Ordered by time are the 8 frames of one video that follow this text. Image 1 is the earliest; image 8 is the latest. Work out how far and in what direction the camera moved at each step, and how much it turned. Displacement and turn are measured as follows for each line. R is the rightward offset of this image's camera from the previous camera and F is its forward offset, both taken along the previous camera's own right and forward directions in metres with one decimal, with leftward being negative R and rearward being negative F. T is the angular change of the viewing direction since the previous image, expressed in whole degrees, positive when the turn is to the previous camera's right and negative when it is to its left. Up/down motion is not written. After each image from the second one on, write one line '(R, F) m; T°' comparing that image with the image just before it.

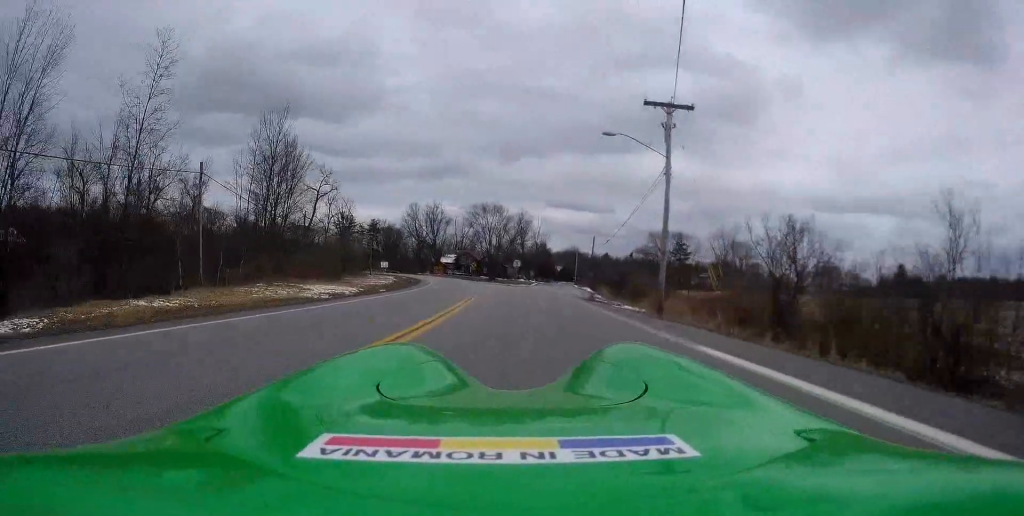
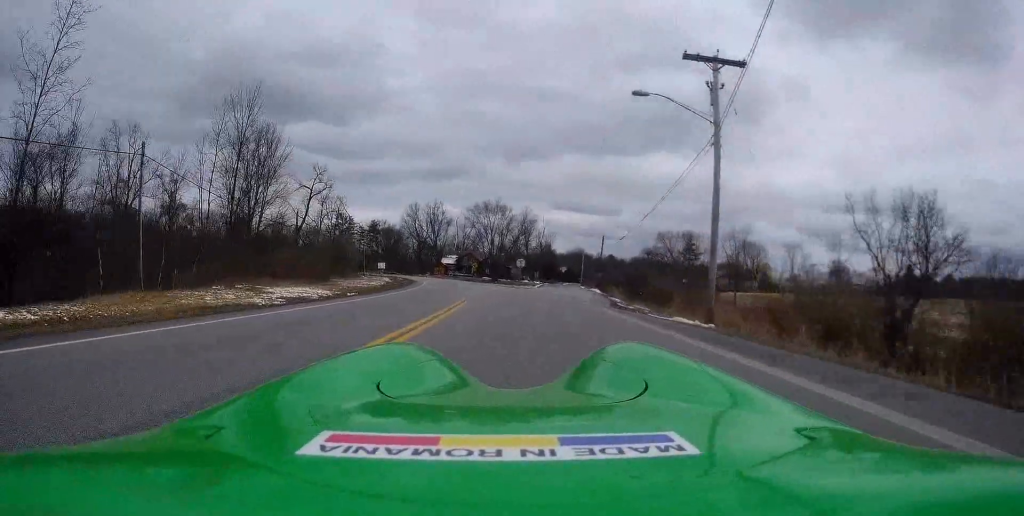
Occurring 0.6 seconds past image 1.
(-0.1, +6.7) m; -1°
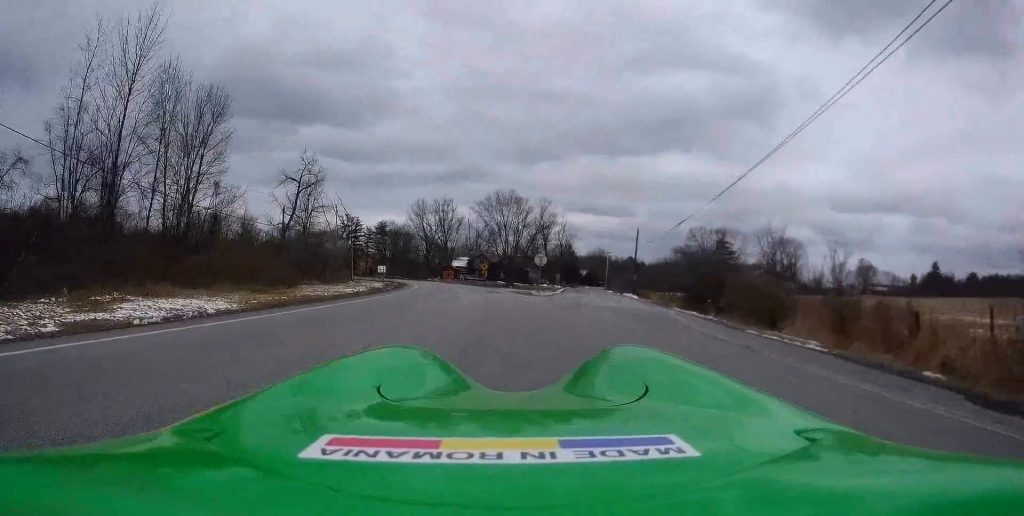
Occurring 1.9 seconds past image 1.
(-0.3, +15.1) m; -2°
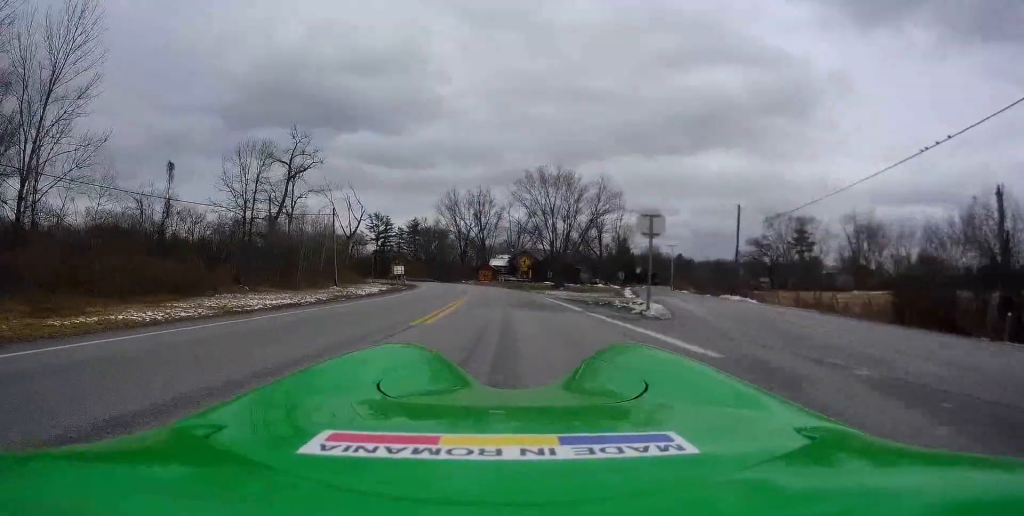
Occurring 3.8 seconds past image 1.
(-0.8, +23.2) m; -4°
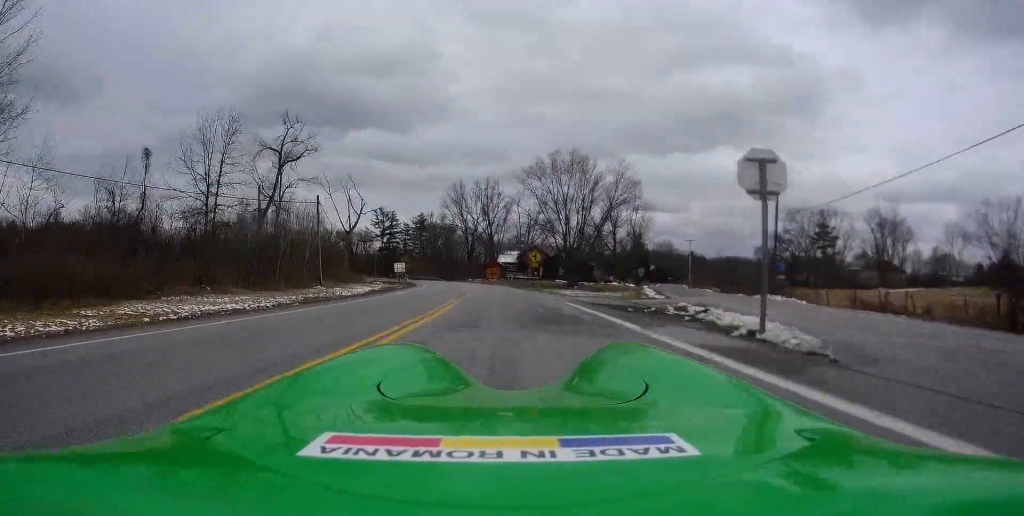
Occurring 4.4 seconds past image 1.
(0.0, +6.9) m; -1°
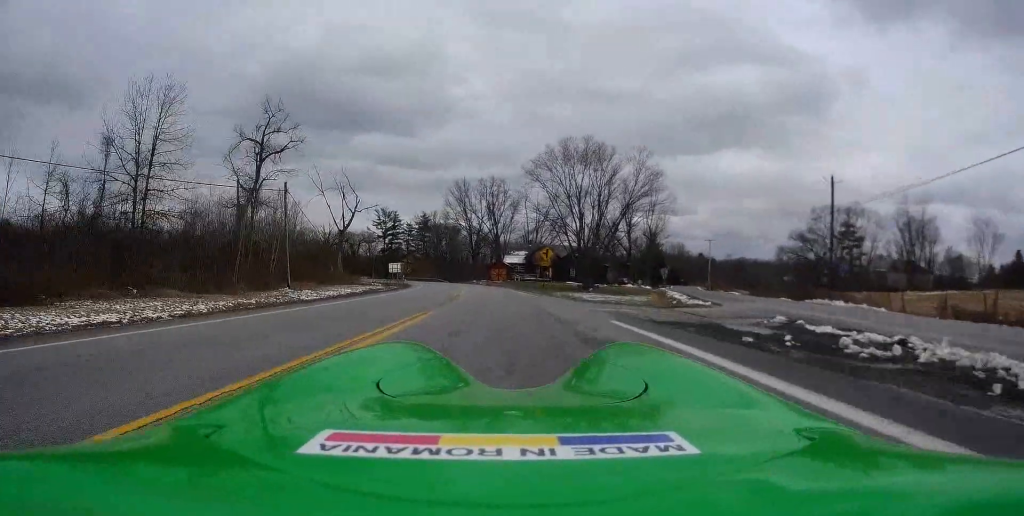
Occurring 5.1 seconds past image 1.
(-0.1, +8.4) m; -1°
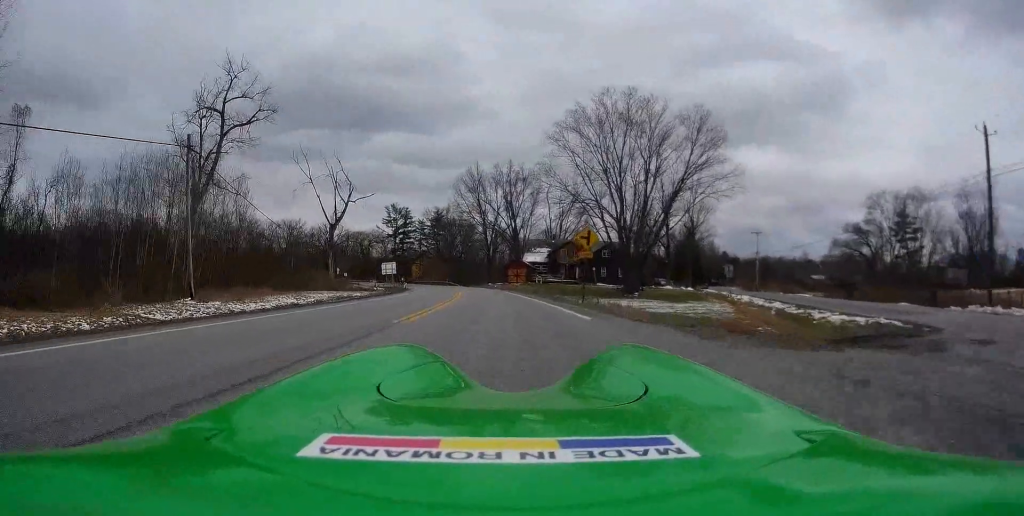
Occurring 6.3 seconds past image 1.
(-0.3, +14.4) m; -1°
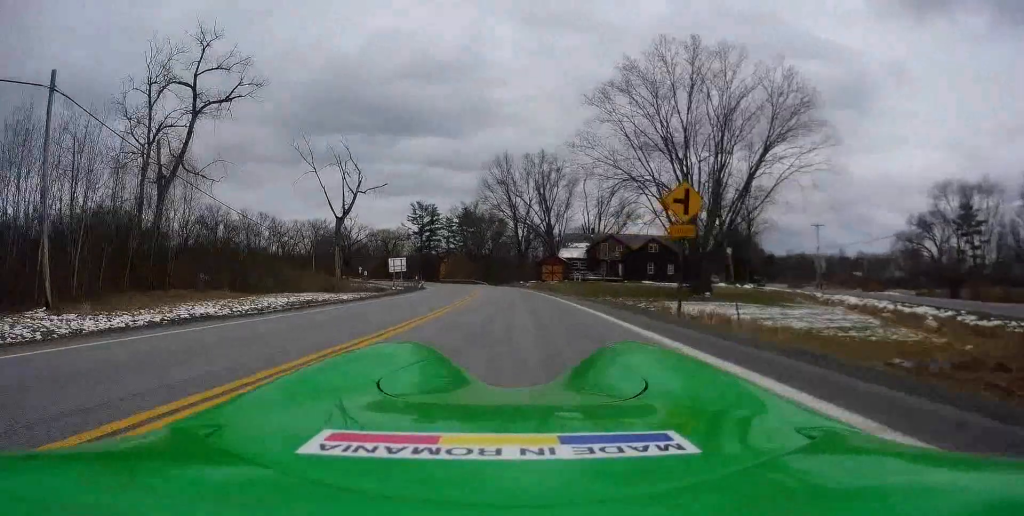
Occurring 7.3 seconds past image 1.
(0.0, +11.5) m; -2°
